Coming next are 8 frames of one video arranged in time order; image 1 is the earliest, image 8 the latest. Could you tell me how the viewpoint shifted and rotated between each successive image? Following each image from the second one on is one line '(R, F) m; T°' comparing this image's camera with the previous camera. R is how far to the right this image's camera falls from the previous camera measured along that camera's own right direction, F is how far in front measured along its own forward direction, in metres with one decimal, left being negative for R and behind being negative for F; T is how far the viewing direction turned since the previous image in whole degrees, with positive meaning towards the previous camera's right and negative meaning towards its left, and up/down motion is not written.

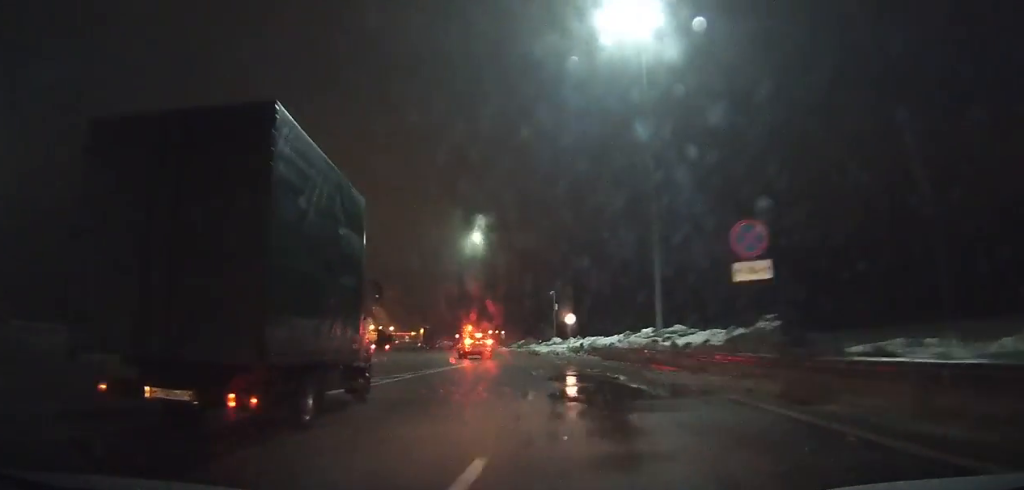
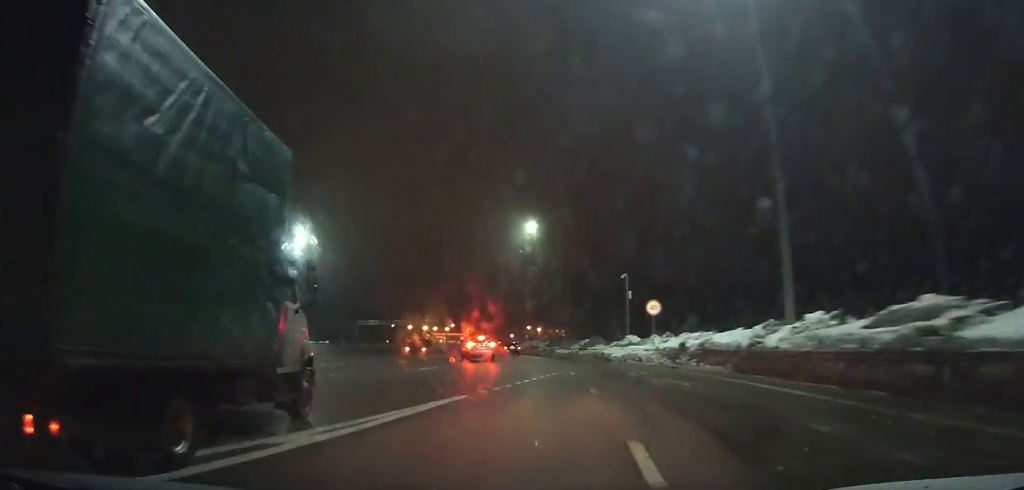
(-0.2, +13.1) m; -4°
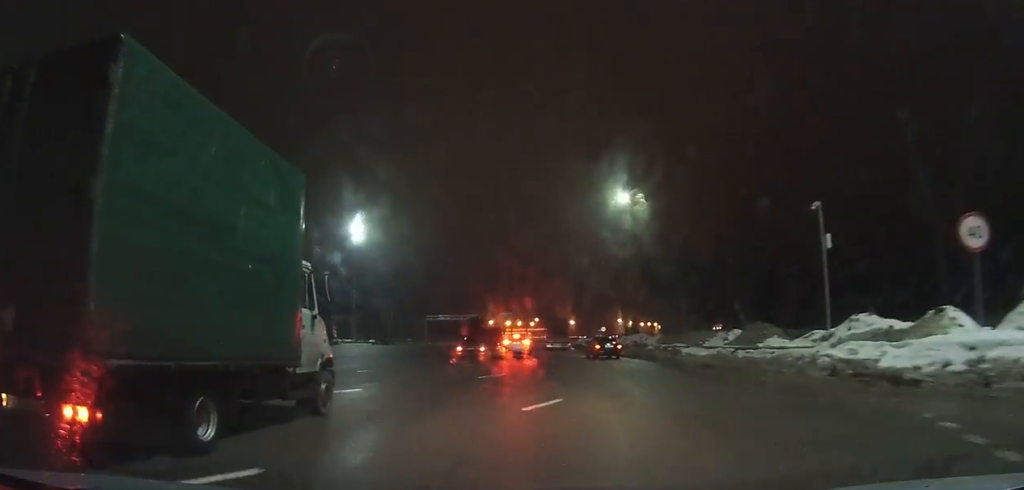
(-2.0, +22.6) m; -7°
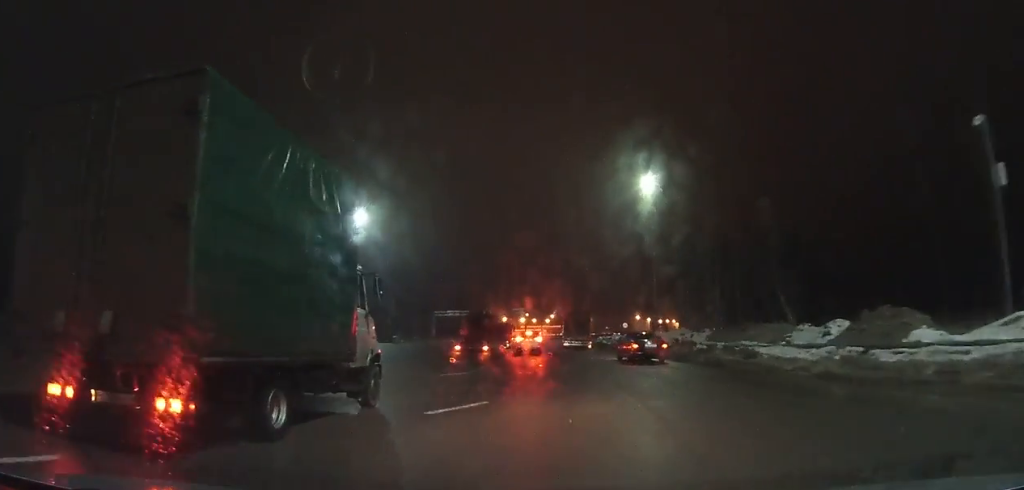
(-0.3, +9.3) m; -1°
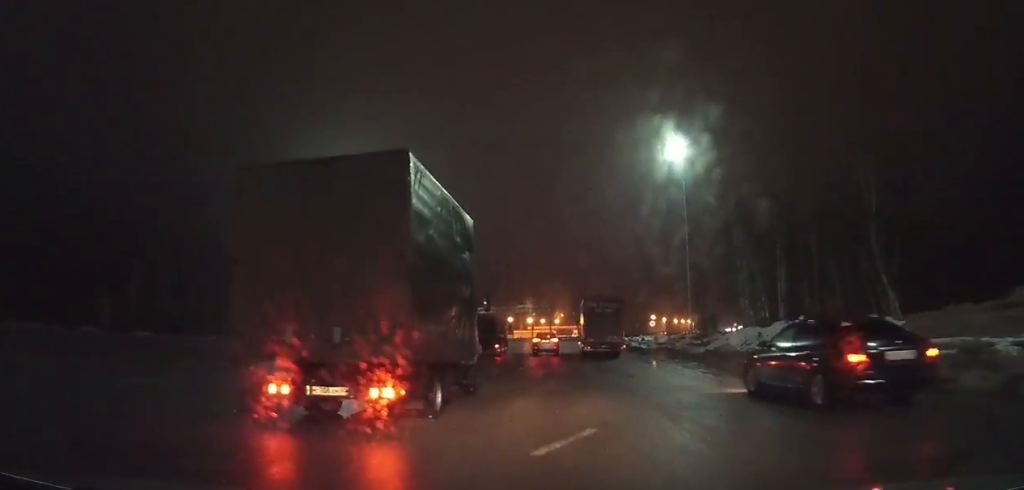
(-0.3, +17.6) m; -2°
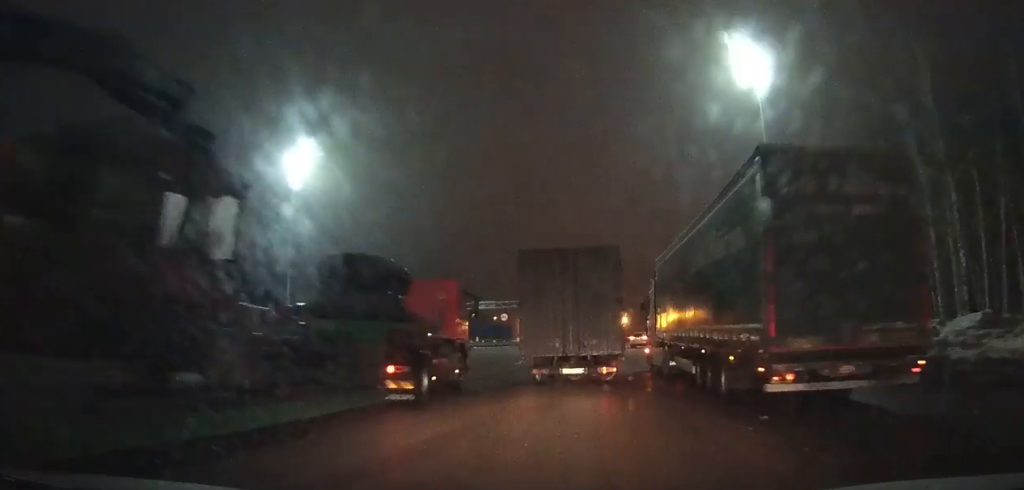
(-0.5, +33.3) m; +1°
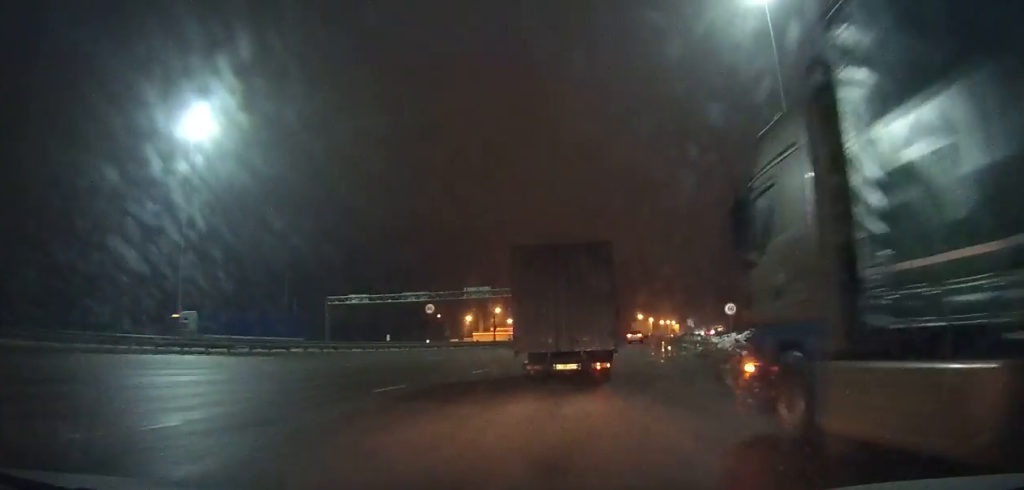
(+0.6, +18.1) m; +4°
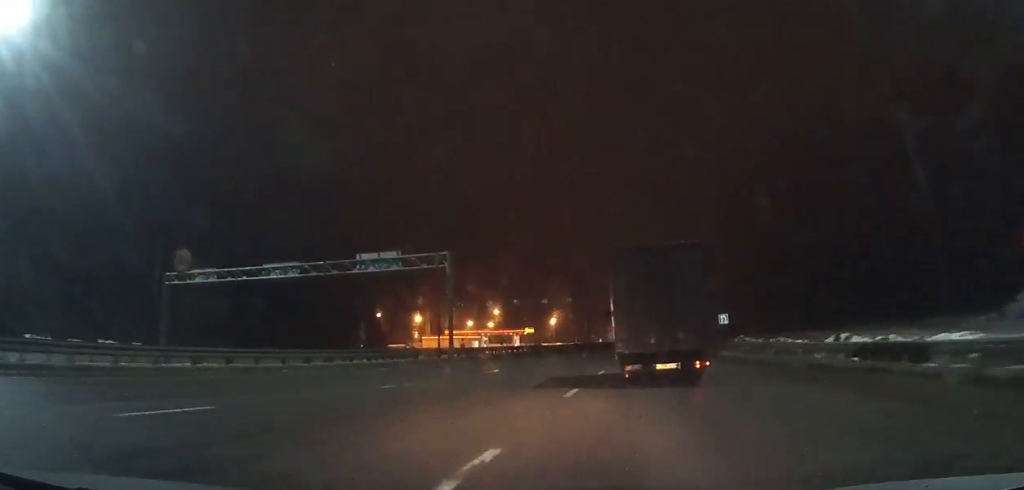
(+1.7, +36.3) m; +6°
